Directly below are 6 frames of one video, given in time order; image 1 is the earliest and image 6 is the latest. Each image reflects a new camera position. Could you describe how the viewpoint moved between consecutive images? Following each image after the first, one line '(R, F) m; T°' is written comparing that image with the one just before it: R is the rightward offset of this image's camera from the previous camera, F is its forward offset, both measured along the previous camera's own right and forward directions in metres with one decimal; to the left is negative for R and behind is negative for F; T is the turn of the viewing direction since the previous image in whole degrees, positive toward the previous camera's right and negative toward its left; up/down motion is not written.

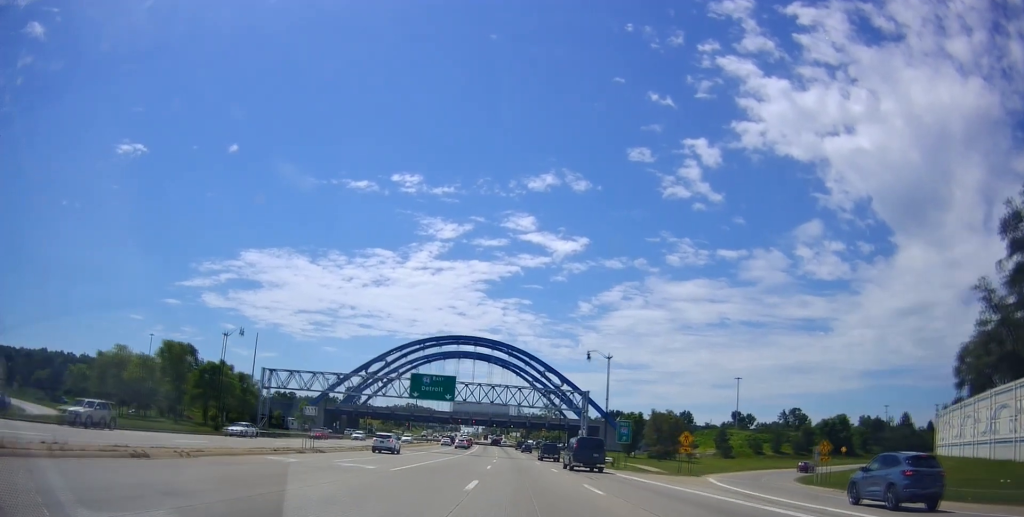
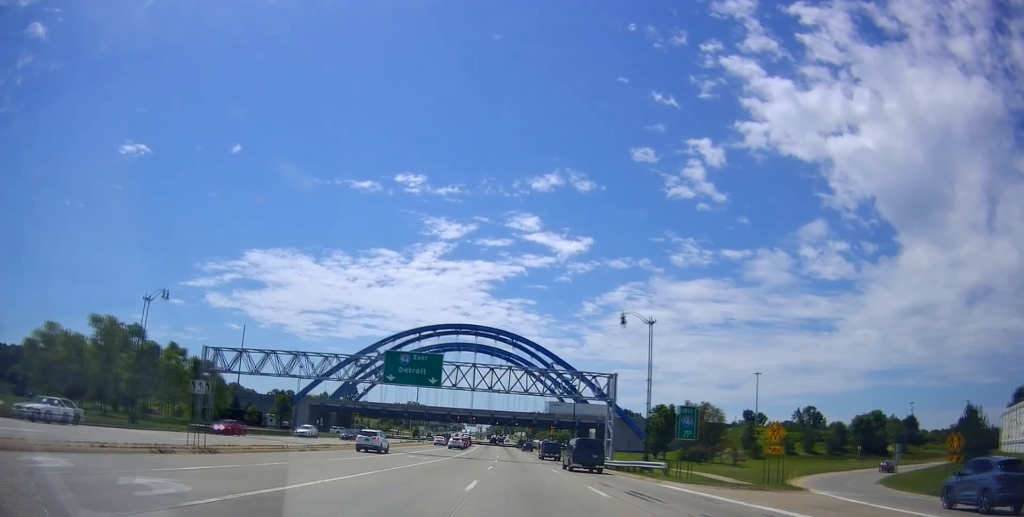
(+0.5, +15.8) m; +1°
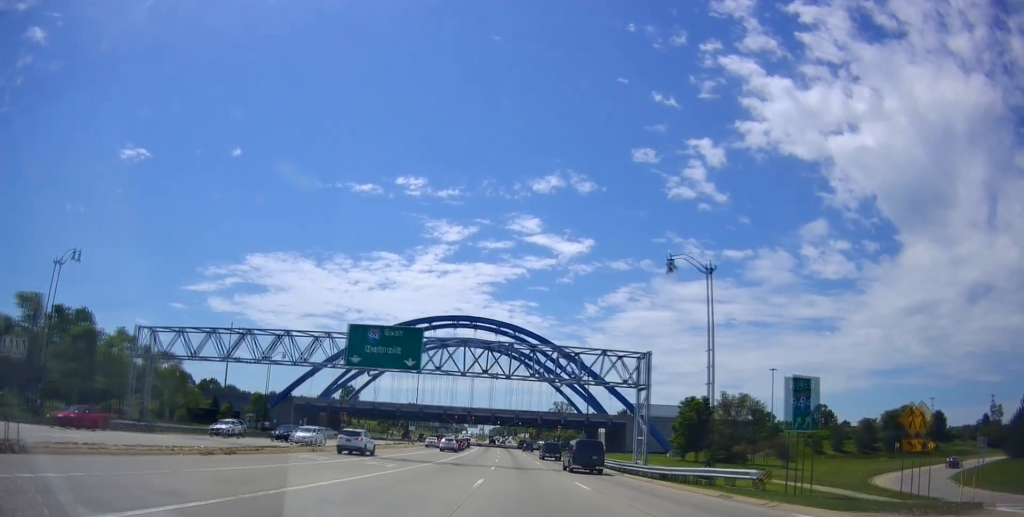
(-0.2, +12.2) m; -2°
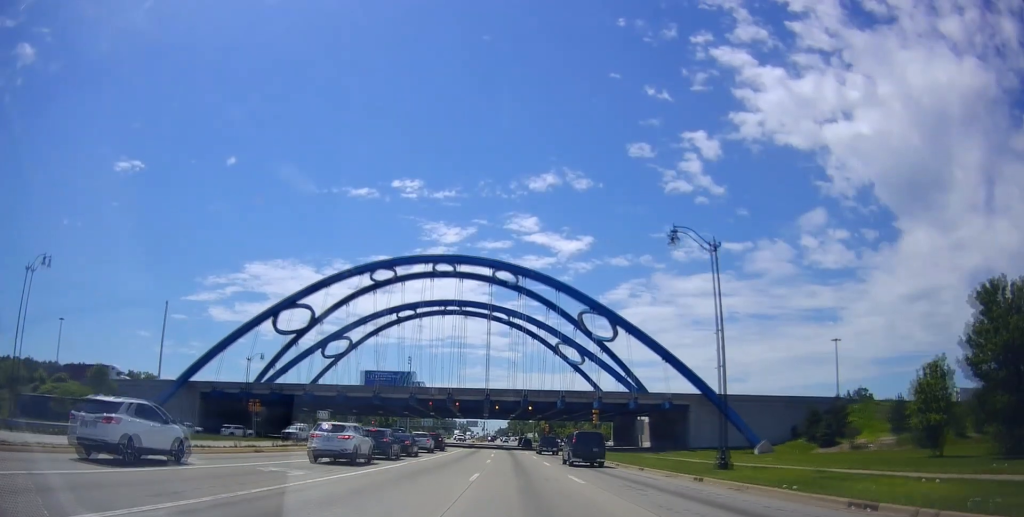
(+0.3, +43.8) m; 0°
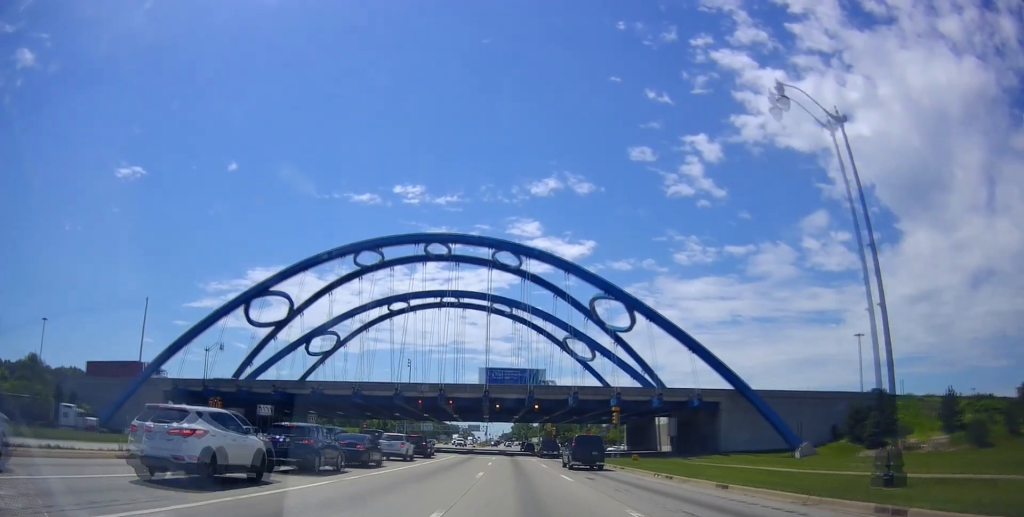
(-0.4, +12.3) m; -2°
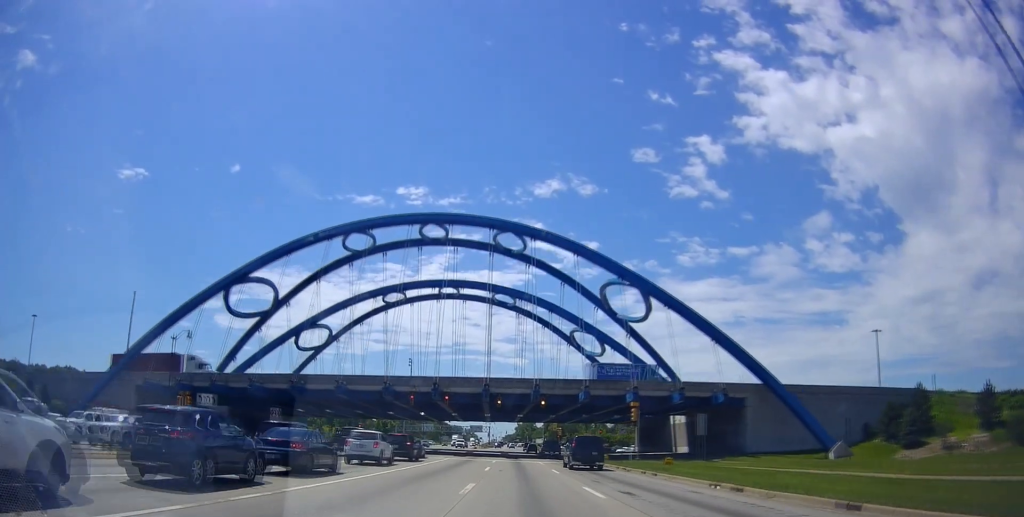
(-0.1, +8.4) m; 0°
